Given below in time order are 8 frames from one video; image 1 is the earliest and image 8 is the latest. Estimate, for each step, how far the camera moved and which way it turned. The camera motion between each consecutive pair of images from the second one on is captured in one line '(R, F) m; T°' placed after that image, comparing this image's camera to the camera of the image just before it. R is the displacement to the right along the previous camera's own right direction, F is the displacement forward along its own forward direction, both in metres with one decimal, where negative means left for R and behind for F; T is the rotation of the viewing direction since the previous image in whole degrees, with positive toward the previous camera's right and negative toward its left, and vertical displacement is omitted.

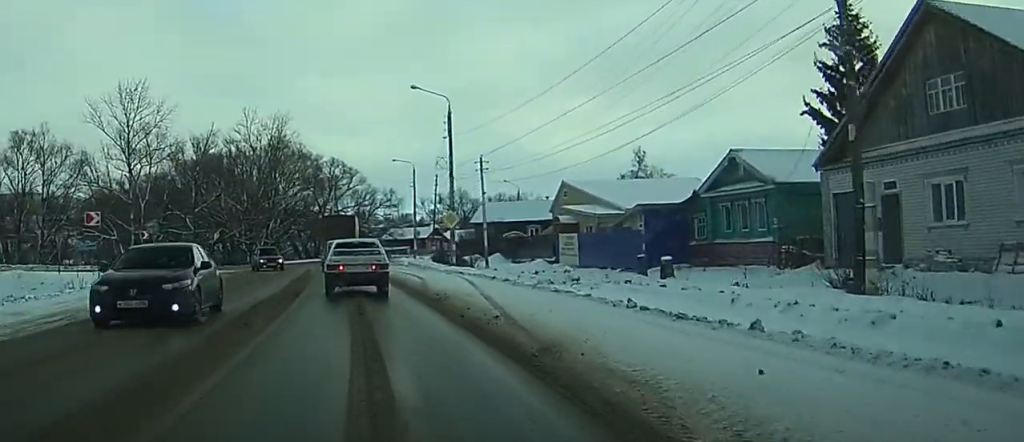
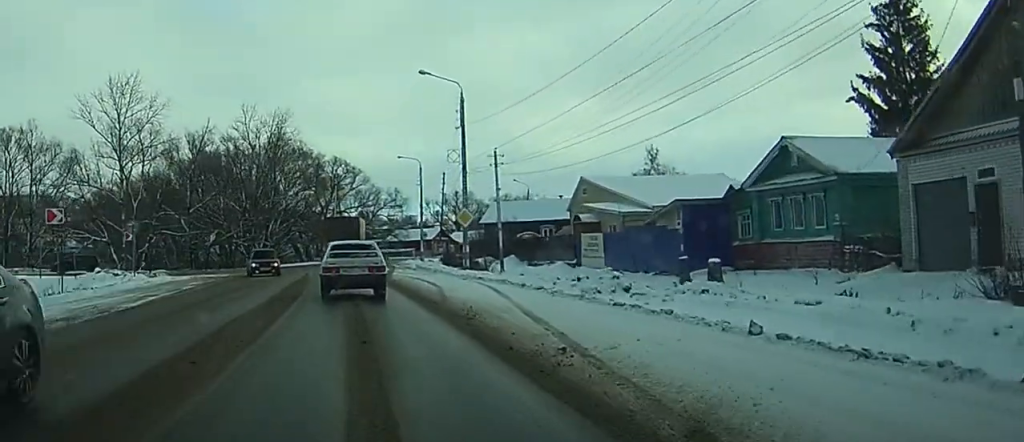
(0.0, +4.7) m; 0°
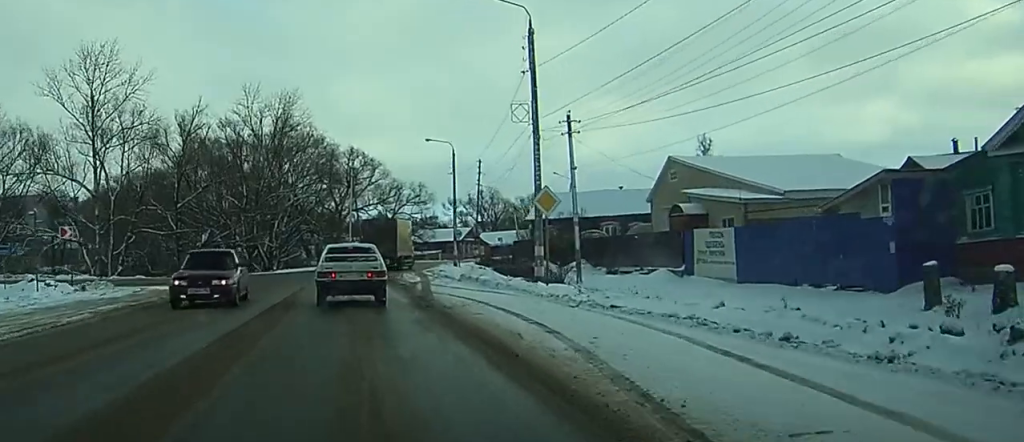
(+0.2, +14.4) m; +1°
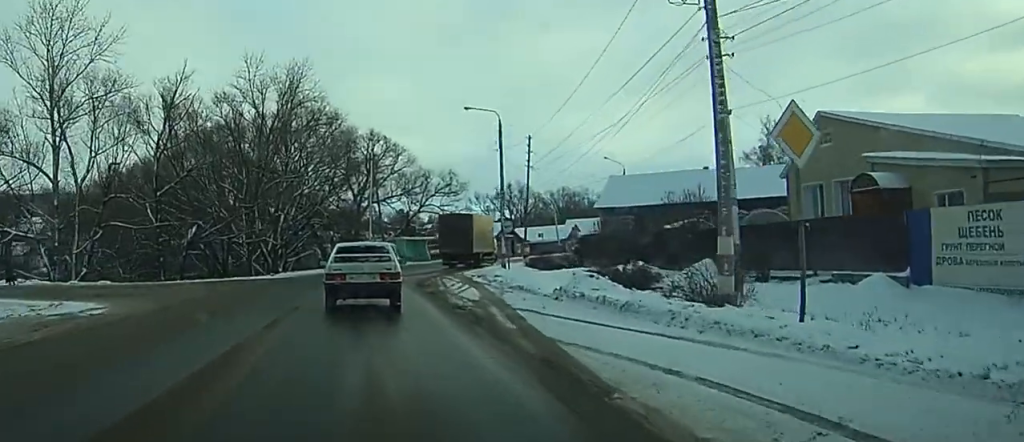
(-0.3, +13.2) m; -16°
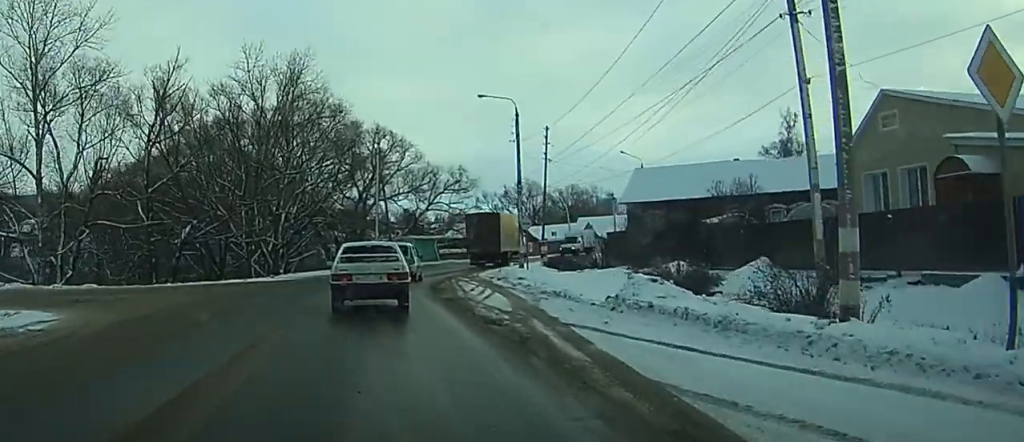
(-0.4, +3.2) m; -4°
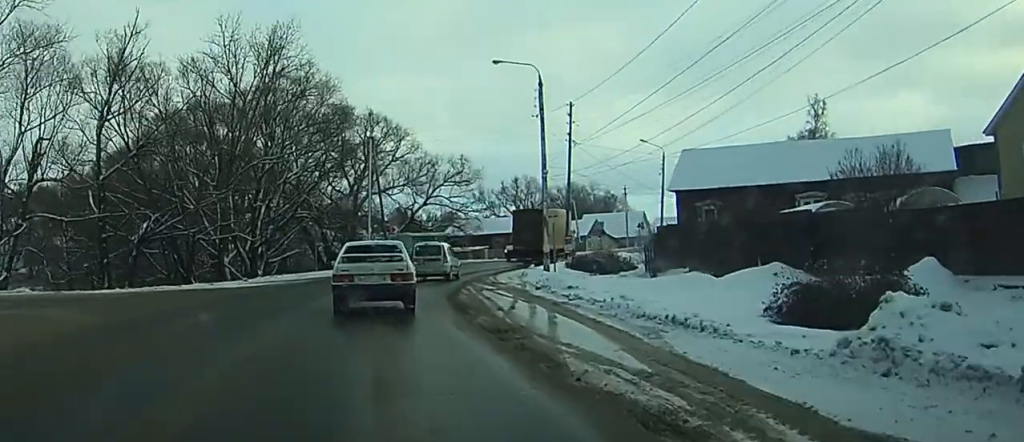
(-0.8, +6.7) m; +10°
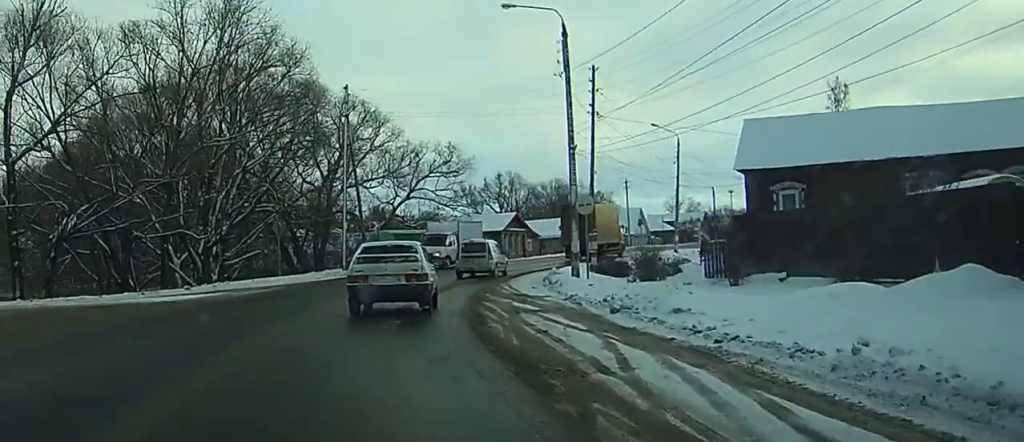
(+2.6, +9.8) m; +15°
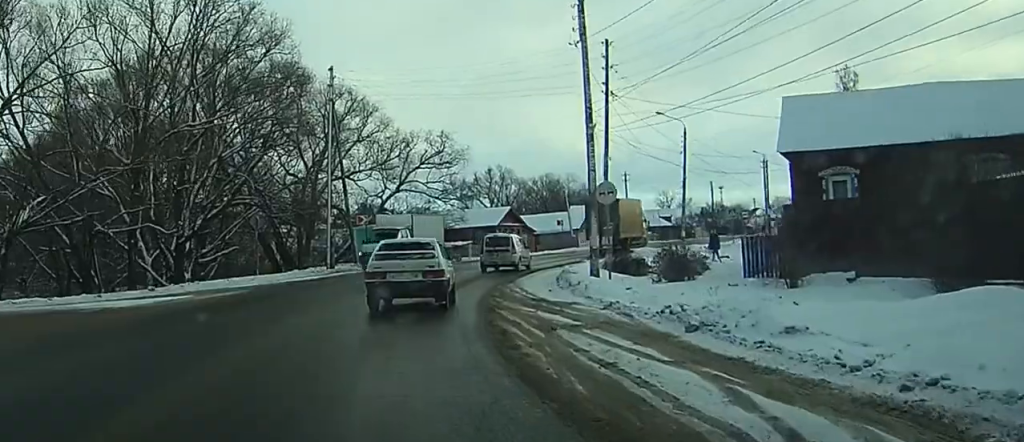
(+0.1, +5.5) m; 0°
